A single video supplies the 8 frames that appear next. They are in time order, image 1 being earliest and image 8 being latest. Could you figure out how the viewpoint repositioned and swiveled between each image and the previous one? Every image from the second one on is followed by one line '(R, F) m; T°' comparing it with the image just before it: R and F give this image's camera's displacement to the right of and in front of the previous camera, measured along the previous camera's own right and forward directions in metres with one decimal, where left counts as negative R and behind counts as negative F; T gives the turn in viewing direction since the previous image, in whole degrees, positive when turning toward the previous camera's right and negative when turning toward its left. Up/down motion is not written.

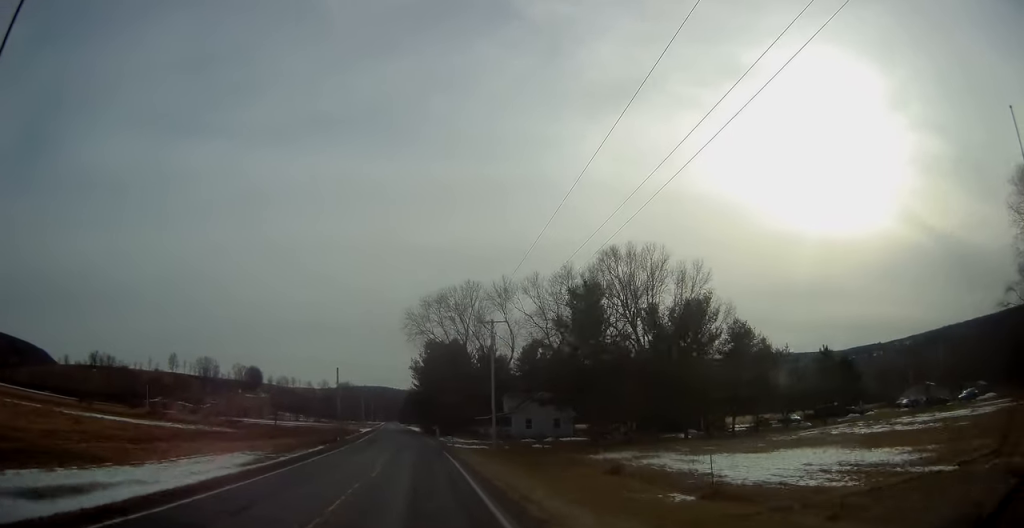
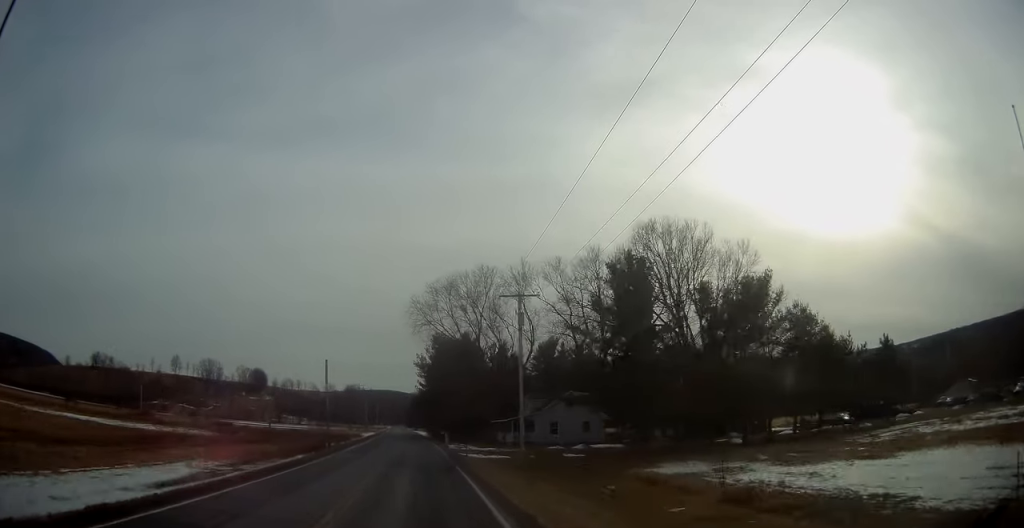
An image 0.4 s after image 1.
(+0.1, +10.6) m; -1°
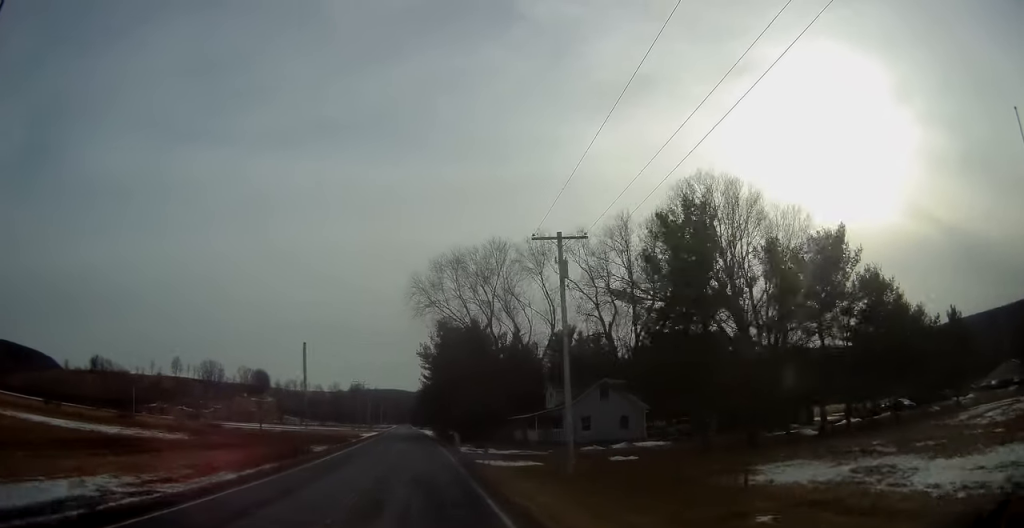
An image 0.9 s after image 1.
(-0.3, +10.6) m; -1°
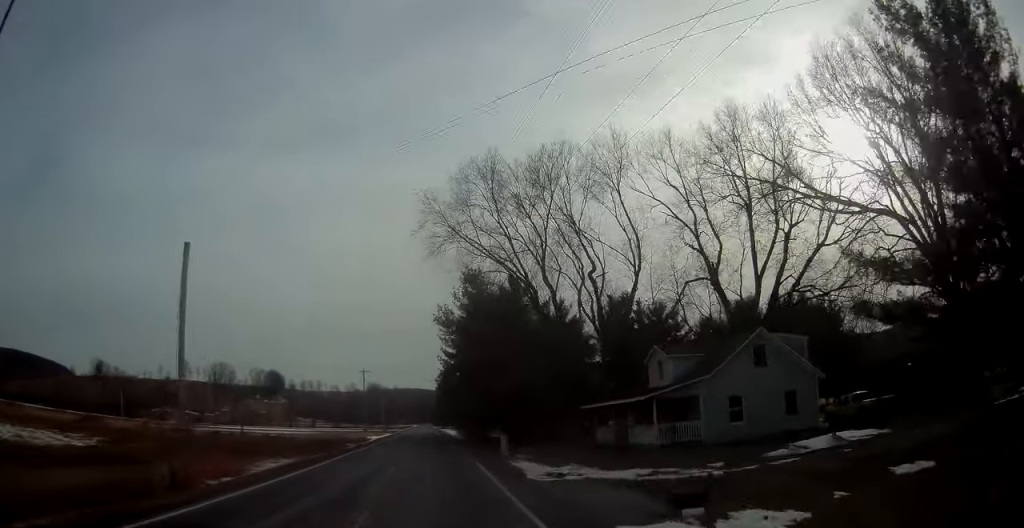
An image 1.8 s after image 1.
(-0.4, +22.9) m; -2°
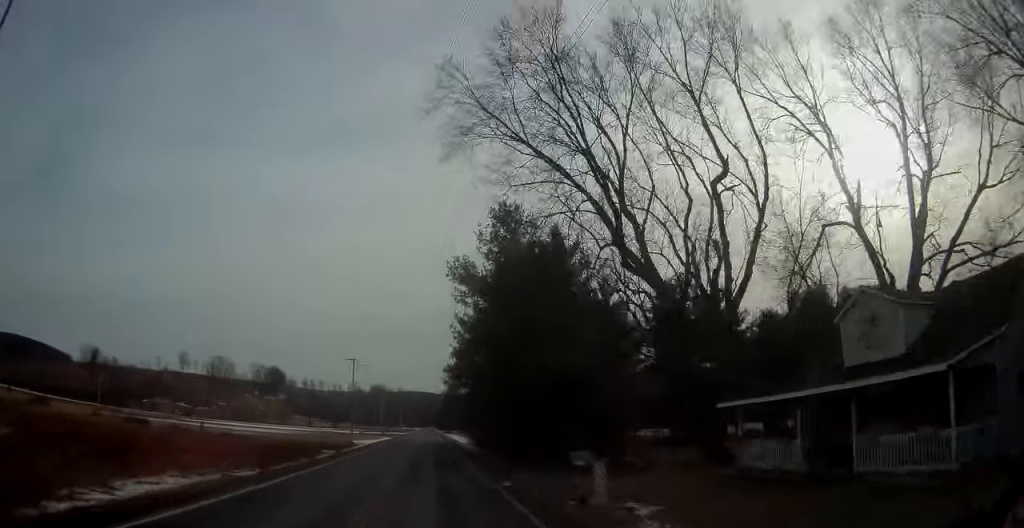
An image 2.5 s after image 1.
(-0.1, +17.2) m; -1°
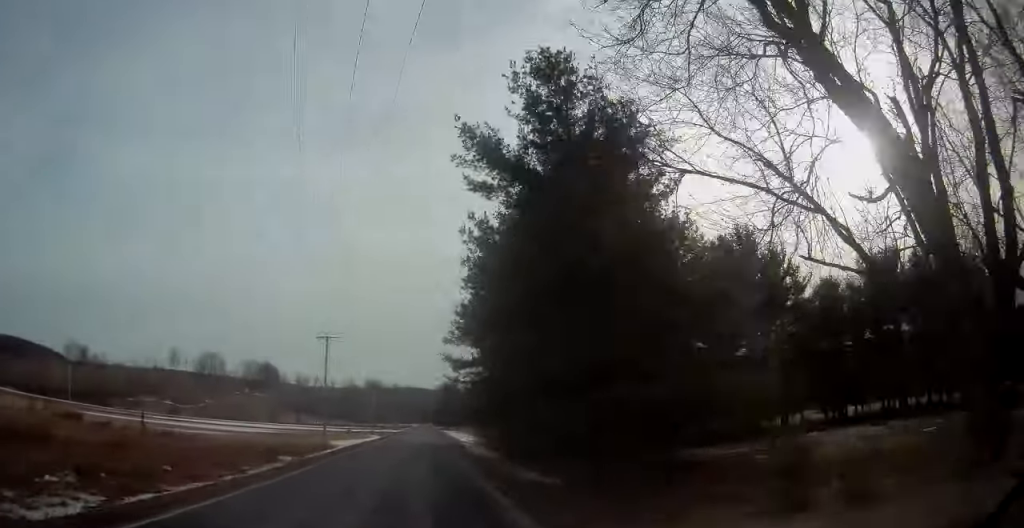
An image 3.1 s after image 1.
(-0.2, +15.6) m; 0°
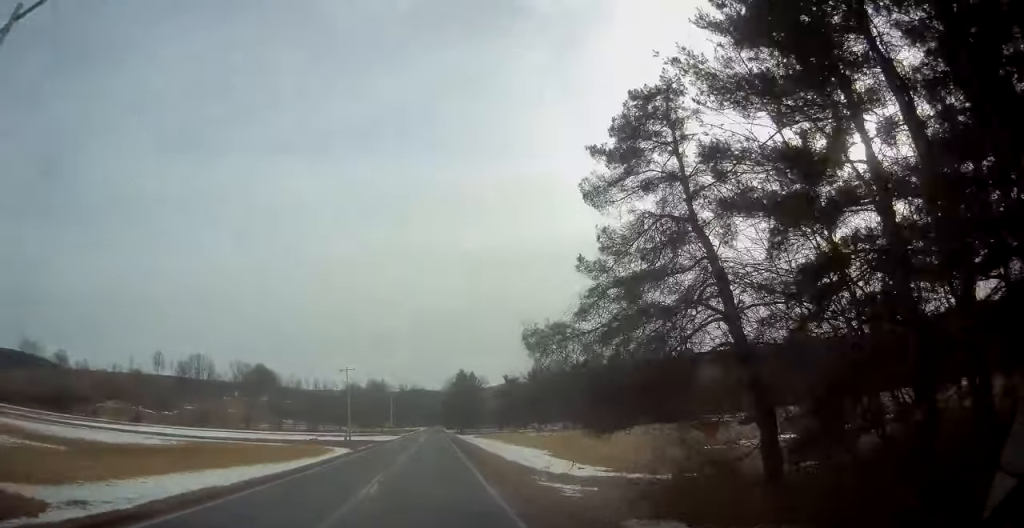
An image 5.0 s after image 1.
(+0.1, +46.0) m; 0°
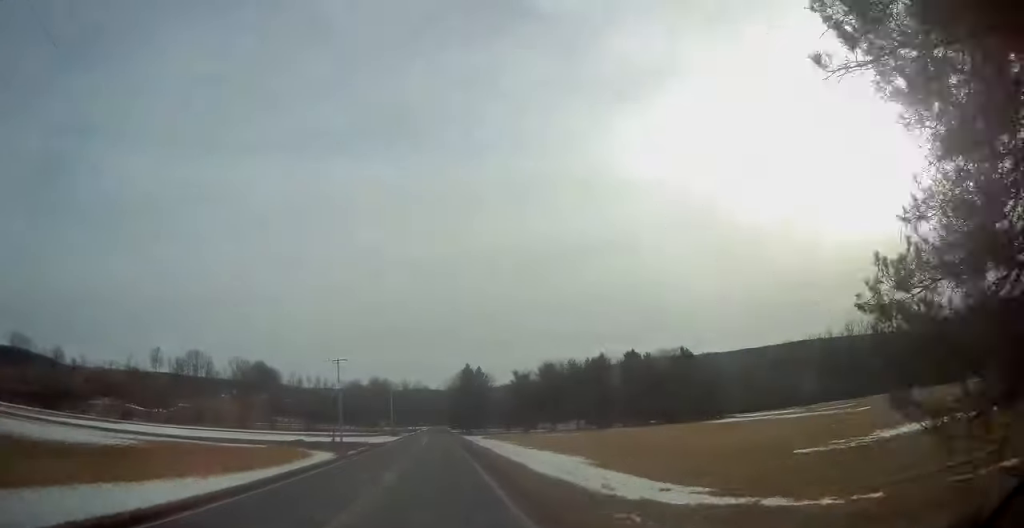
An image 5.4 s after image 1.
(0.0, +10.7) m; 0°
